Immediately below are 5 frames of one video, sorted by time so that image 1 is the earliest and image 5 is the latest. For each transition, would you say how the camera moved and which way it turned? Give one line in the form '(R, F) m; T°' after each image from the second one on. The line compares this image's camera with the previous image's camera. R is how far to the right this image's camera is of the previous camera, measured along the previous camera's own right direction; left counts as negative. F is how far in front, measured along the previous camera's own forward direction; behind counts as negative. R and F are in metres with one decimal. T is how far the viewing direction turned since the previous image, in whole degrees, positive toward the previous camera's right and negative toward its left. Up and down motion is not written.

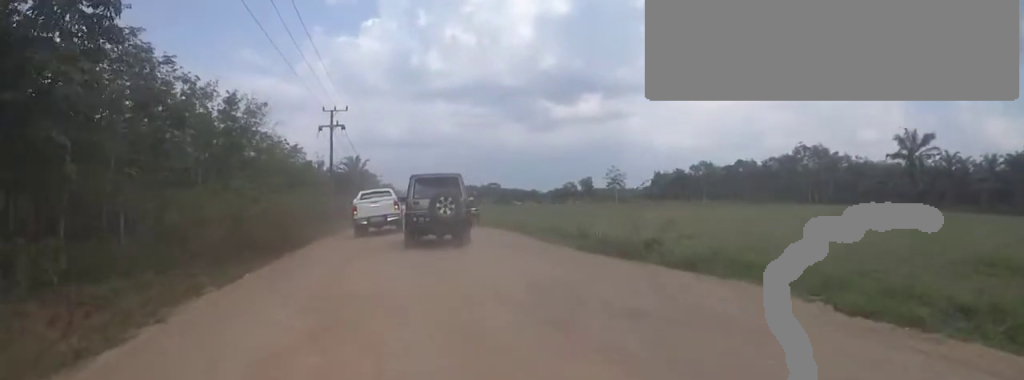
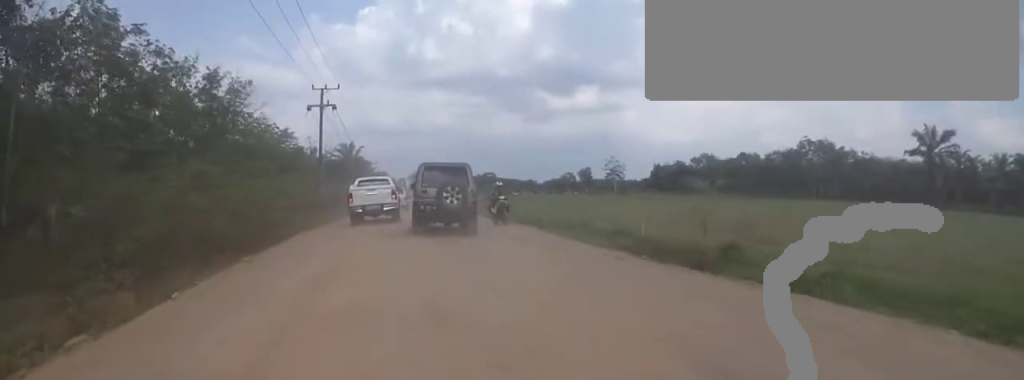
(+0.1, +3.6) m; -2°
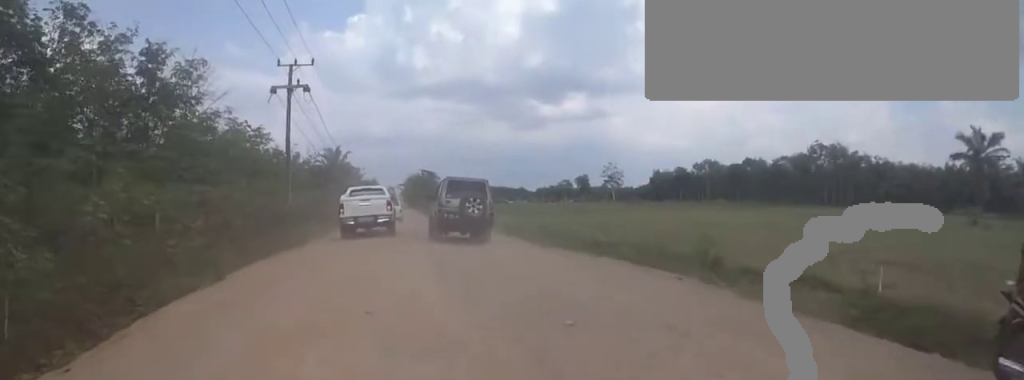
(-0.6, +8.2) m; -7°
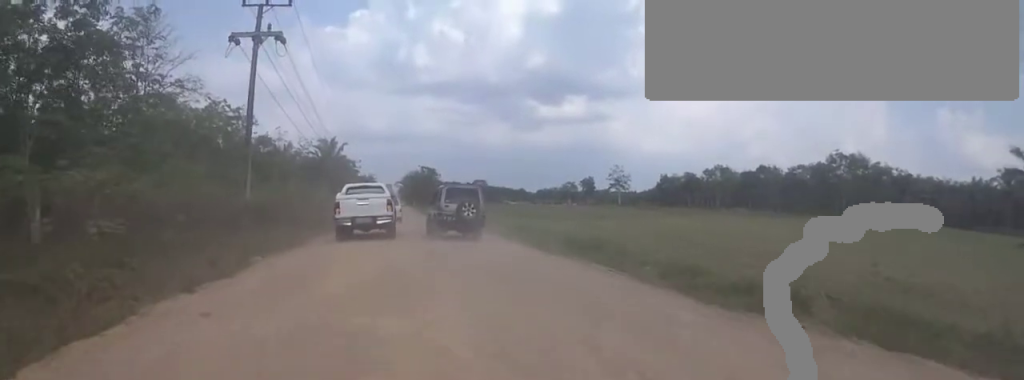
(-0.2, +7.0) m; -1°
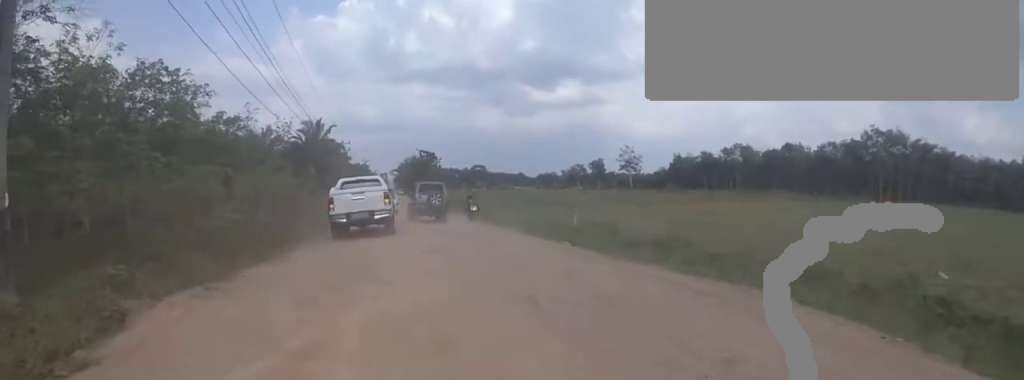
(0.0, +11.6) m; +2°
